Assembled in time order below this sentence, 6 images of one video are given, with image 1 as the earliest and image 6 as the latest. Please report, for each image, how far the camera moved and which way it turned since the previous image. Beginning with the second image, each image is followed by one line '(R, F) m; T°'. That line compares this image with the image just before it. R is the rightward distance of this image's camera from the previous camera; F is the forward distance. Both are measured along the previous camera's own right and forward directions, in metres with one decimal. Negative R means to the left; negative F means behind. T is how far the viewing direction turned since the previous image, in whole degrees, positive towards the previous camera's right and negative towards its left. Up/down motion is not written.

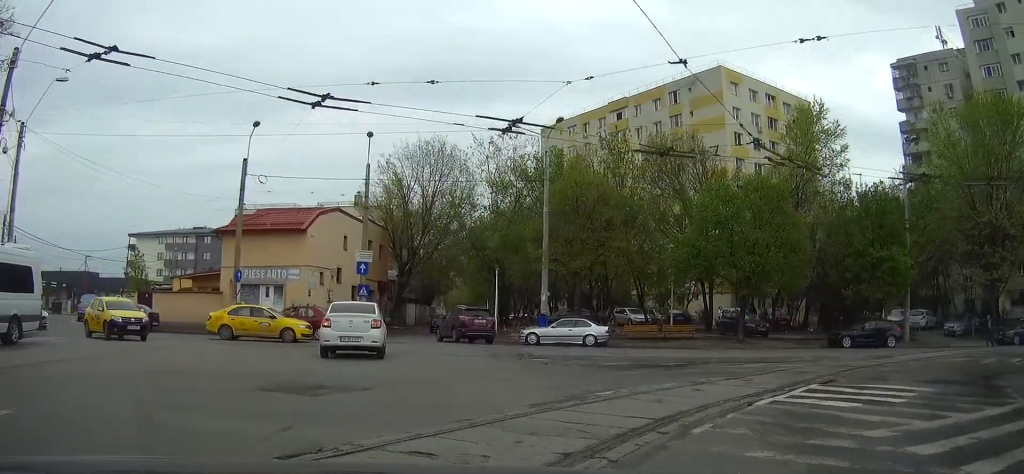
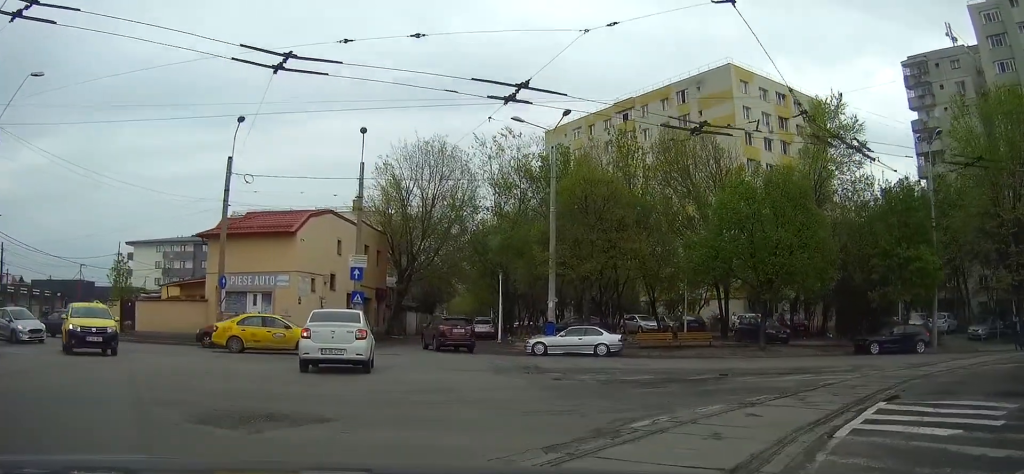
(+0.1, +3.2) m; +1°
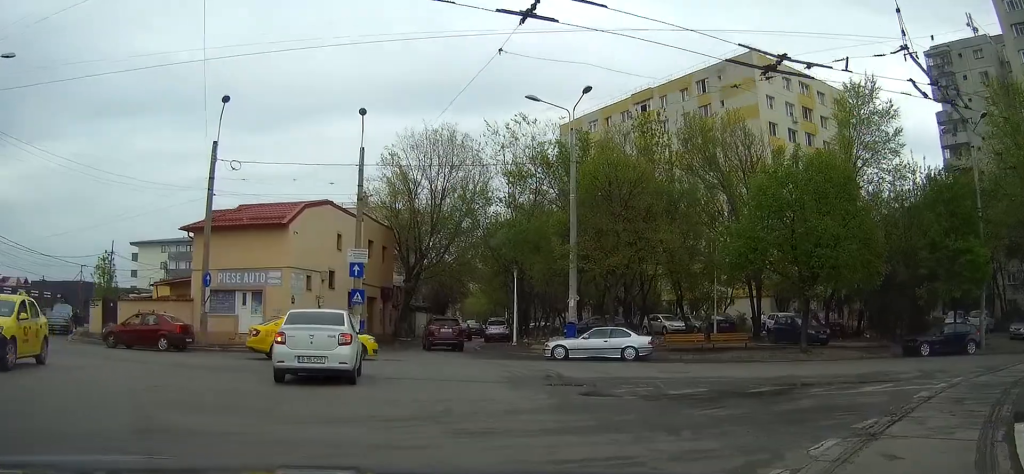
(0.0, +4.4) m; 0°
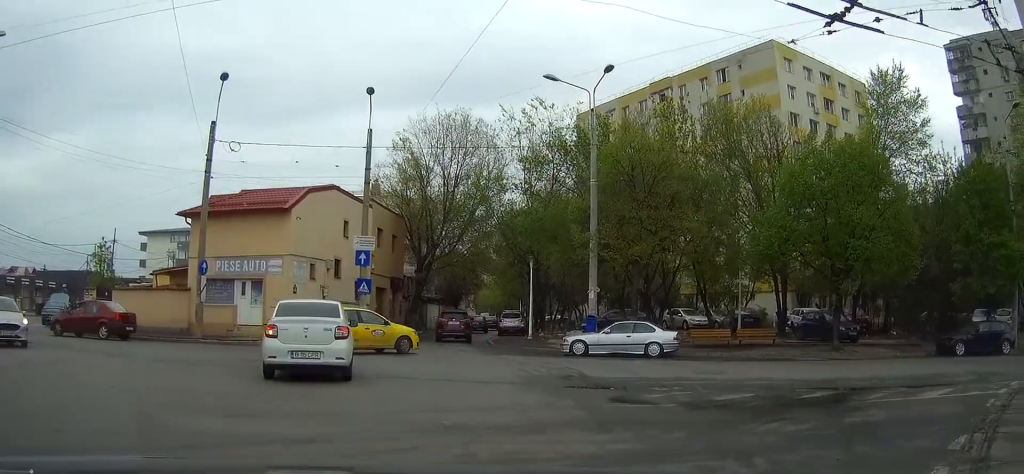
(0.0, +2.3) m; -1°
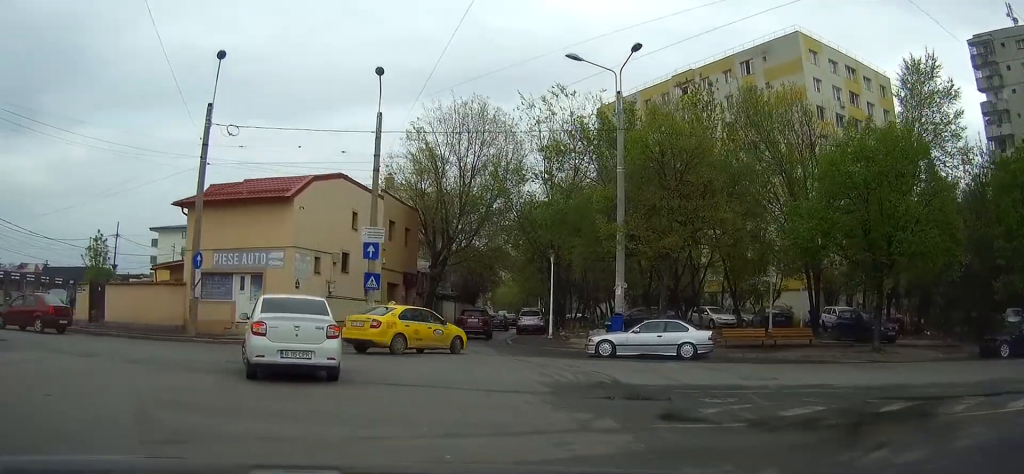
(-0.1, +2.5) m; -1°
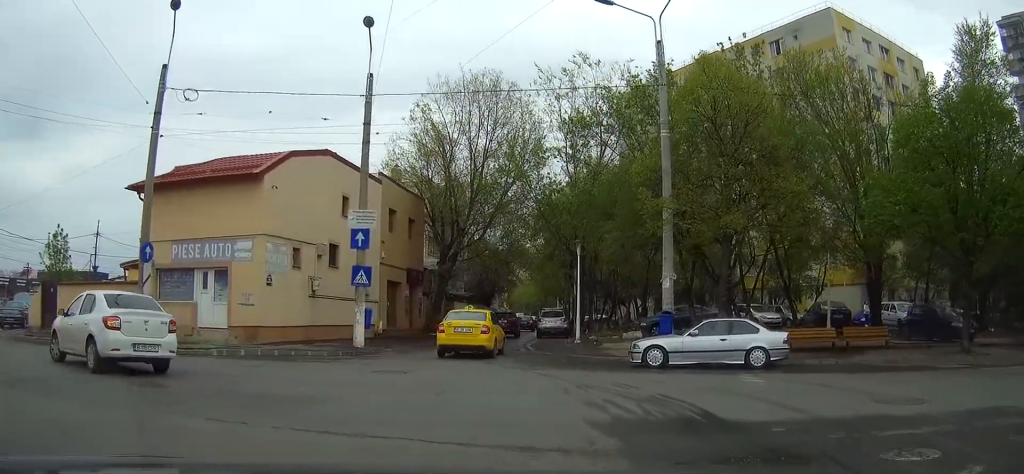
(0.0, +5.5) m; -3°
